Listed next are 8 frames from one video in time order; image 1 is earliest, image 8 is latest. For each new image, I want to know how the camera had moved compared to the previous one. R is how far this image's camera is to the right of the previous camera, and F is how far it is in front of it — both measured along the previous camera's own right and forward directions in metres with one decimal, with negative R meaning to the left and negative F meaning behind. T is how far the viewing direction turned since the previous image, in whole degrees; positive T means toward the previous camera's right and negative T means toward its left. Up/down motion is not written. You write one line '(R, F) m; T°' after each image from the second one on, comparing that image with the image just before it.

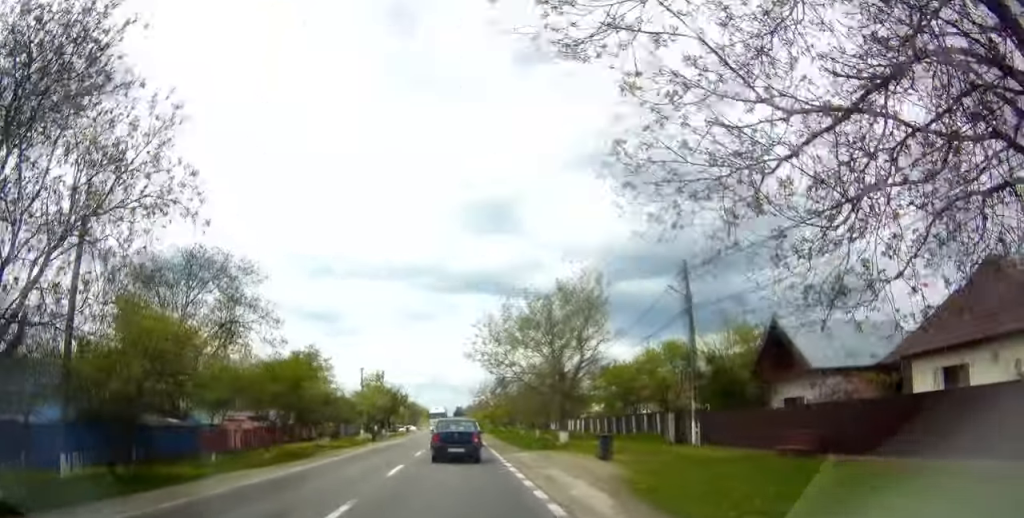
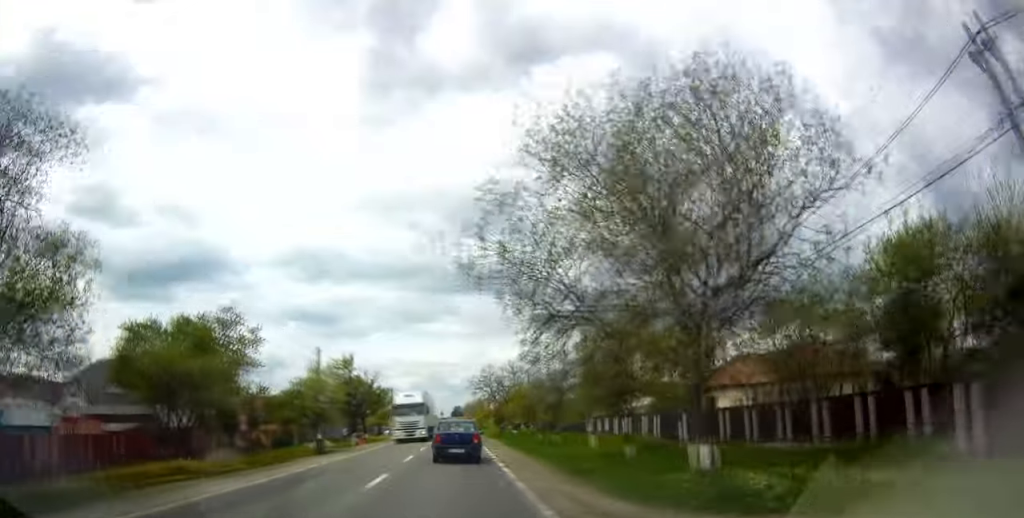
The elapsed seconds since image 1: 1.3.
(-0.6, +22.3) m; +1°
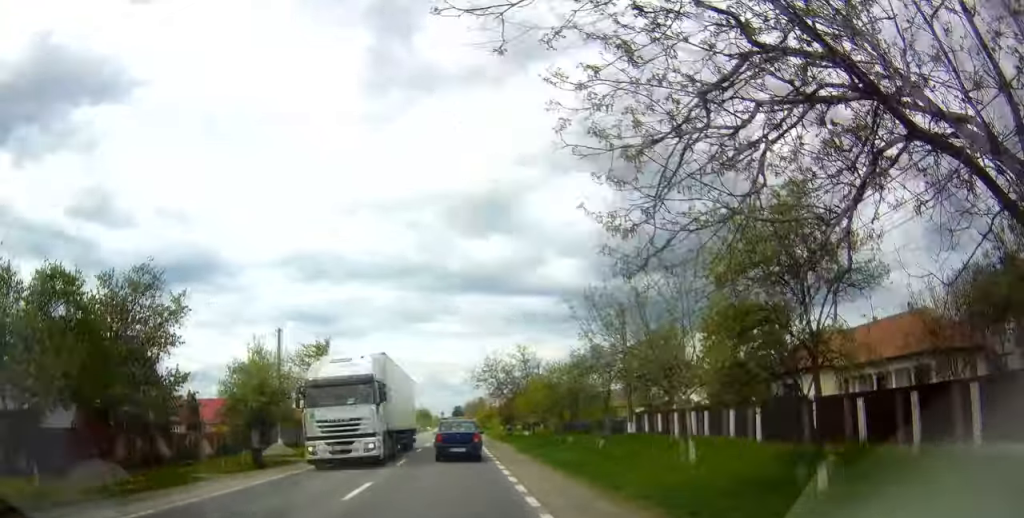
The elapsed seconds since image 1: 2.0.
(+0.7, +12.0) m; +1°
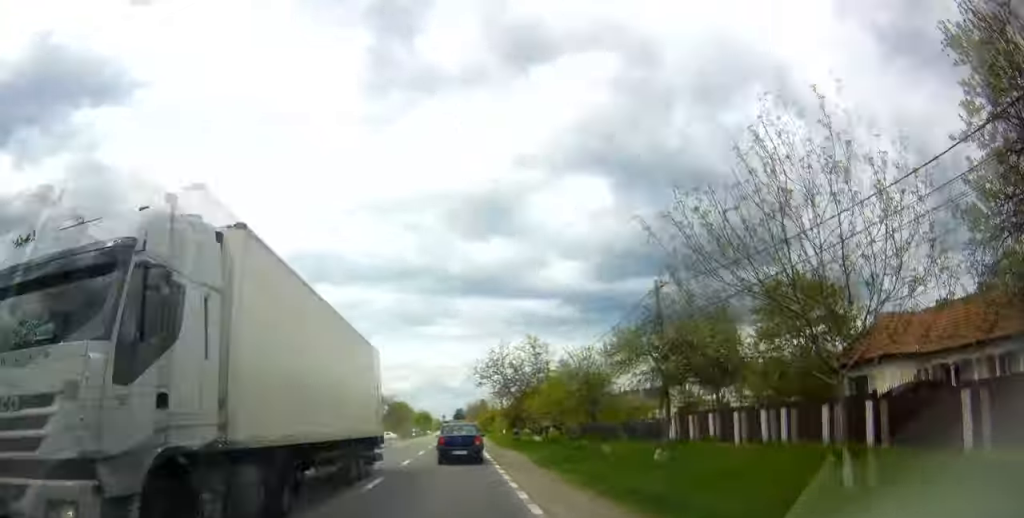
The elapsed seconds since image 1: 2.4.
(+0.2, +7.2) m; 0°
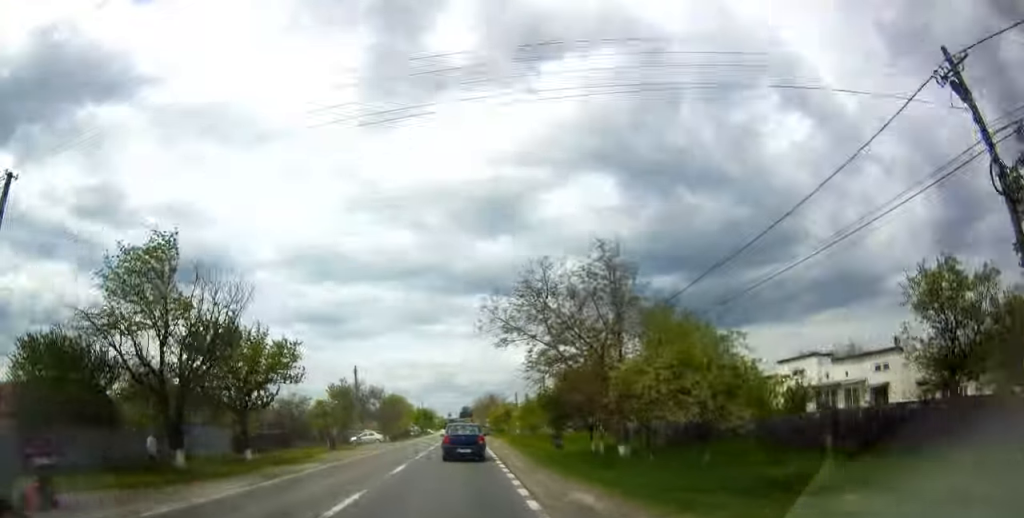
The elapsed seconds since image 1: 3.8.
(-0.8, +21.8) m; -1°
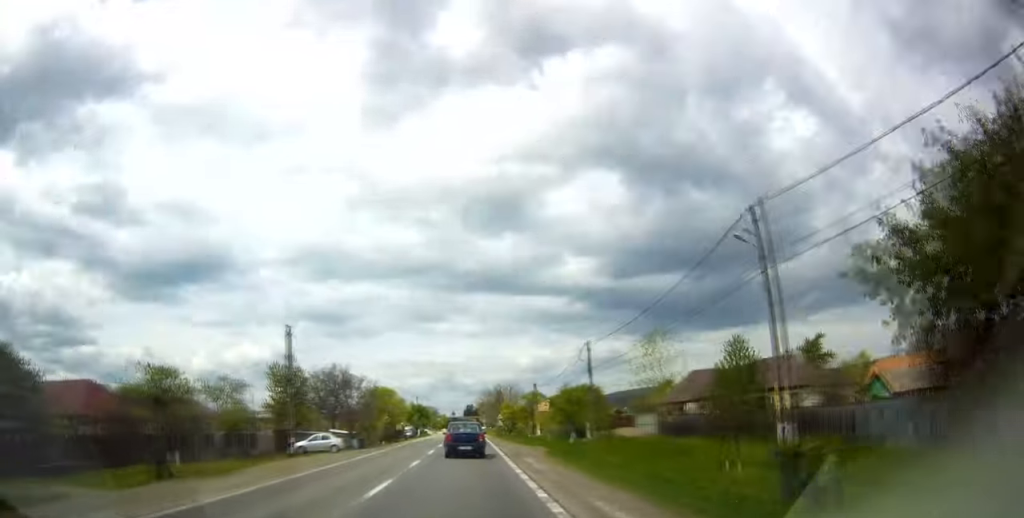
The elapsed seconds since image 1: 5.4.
(+0.1, +24.7) m; -1°
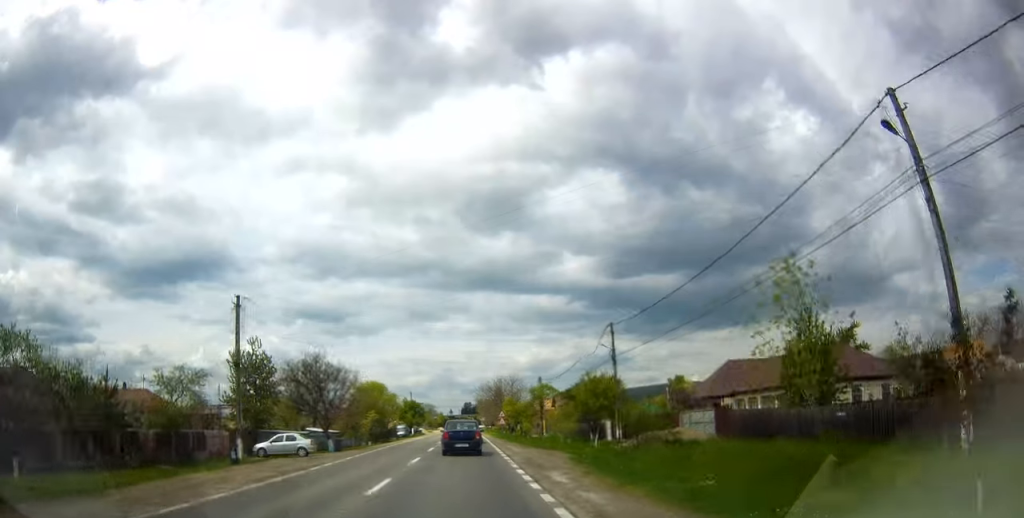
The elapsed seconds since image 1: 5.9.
(-0.2, +8.3) m; -1°
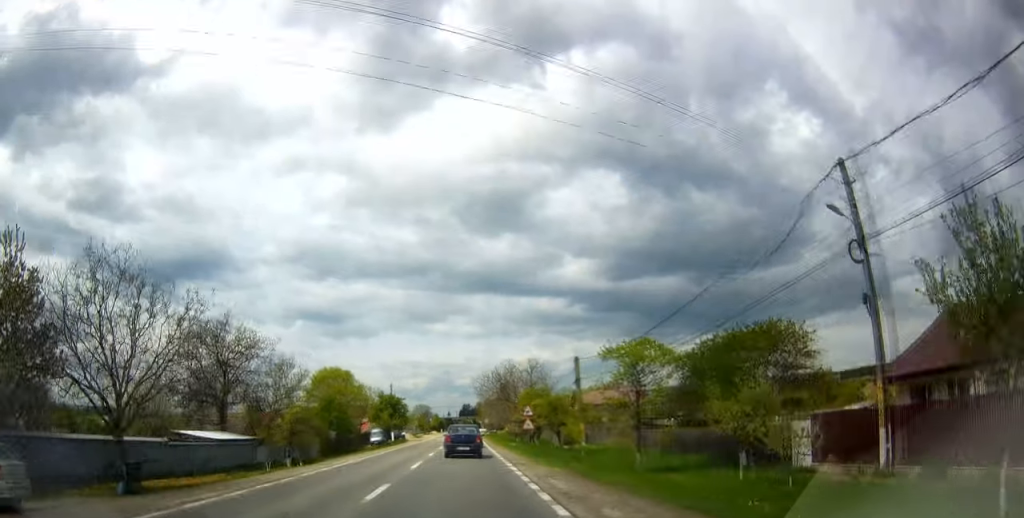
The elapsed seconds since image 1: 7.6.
(-0.4, +26.8) m; -1°
